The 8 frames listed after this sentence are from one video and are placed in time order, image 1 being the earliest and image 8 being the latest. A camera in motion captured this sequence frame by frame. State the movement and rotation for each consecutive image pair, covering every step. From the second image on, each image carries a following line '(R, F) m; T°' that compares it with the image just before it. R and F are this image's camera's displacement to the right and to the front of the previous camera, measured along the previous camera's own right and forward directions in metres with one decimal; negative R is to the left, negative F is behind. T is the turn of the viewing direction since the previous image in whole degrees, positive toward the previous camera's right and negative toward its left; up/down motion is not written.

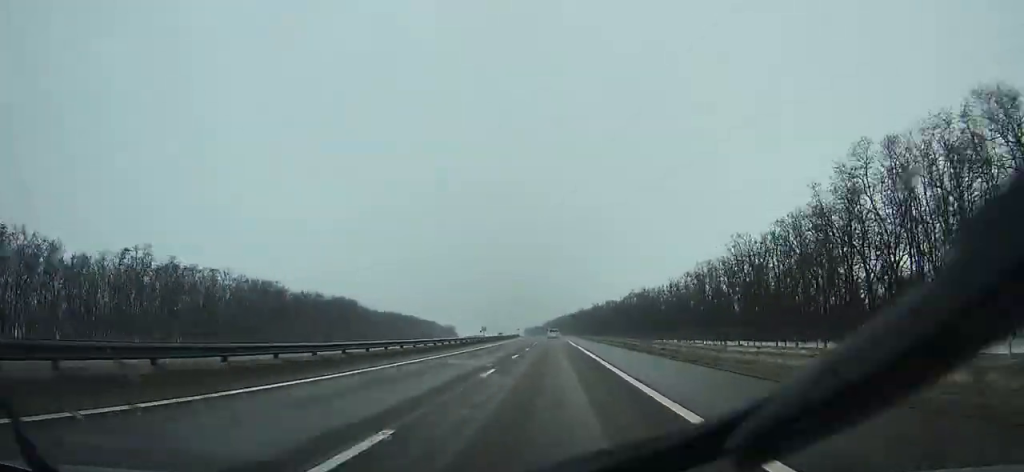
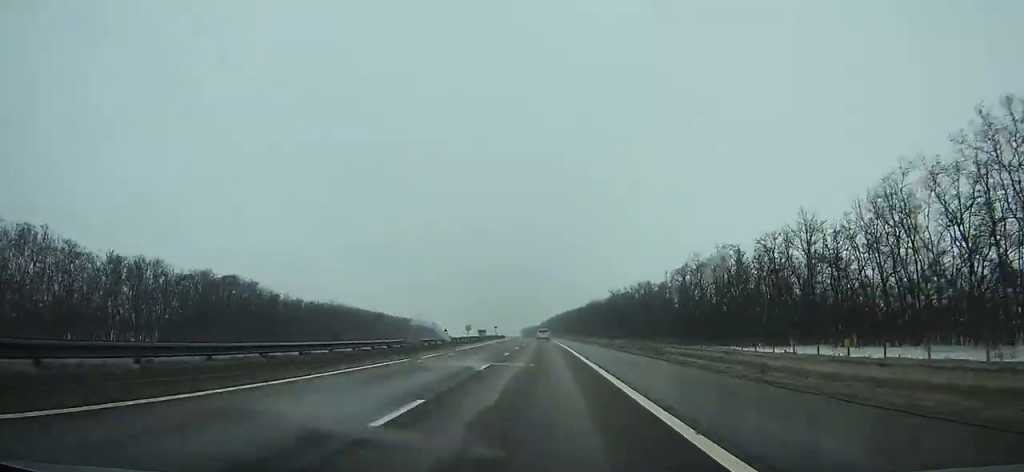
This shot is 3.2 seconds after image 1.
(-0.4, +81.8) m; -1°
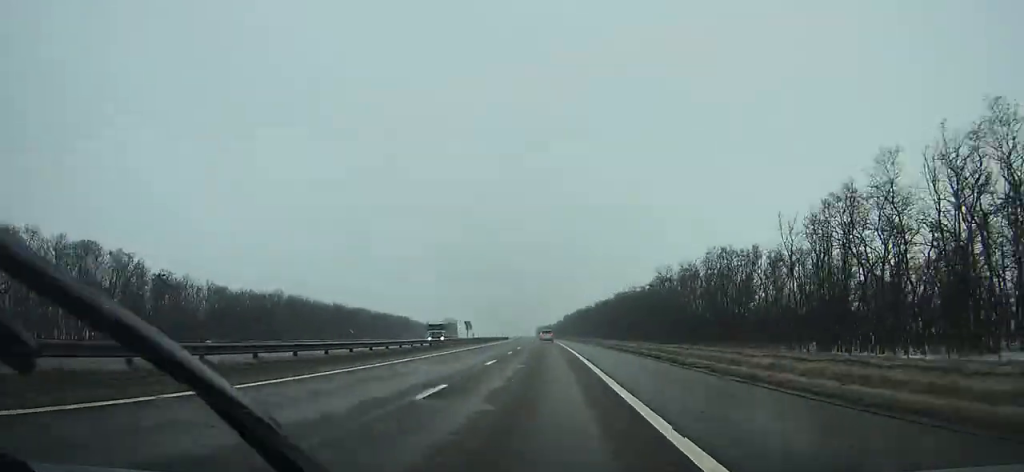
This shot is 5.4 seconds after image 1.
(-0.4, +55.5) m; -1°
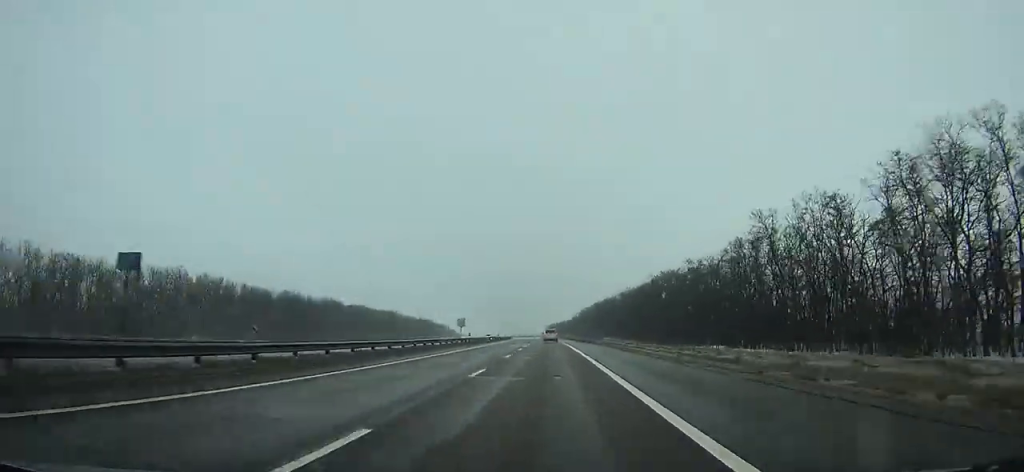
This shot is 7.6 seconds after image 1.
(-0.4, +55.0) m; -1°
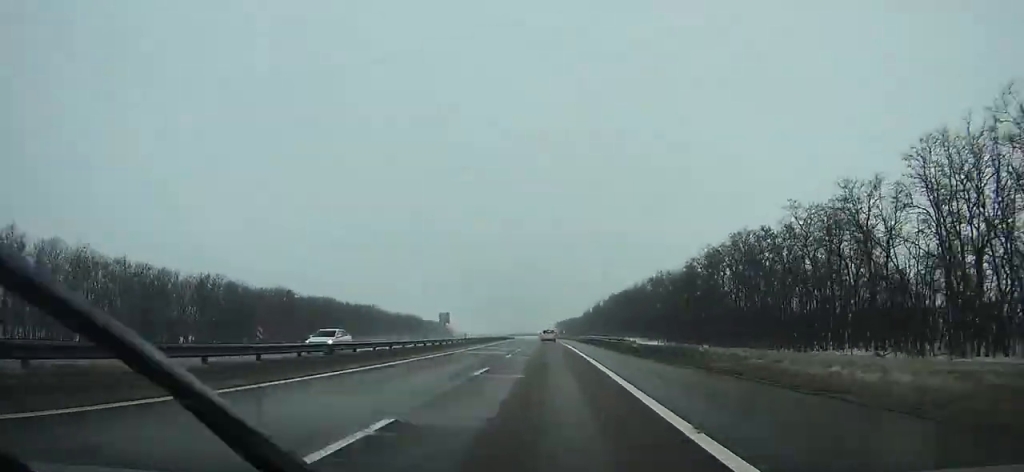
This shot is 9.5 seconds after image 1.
(-0.6, +47.0) m; -1°
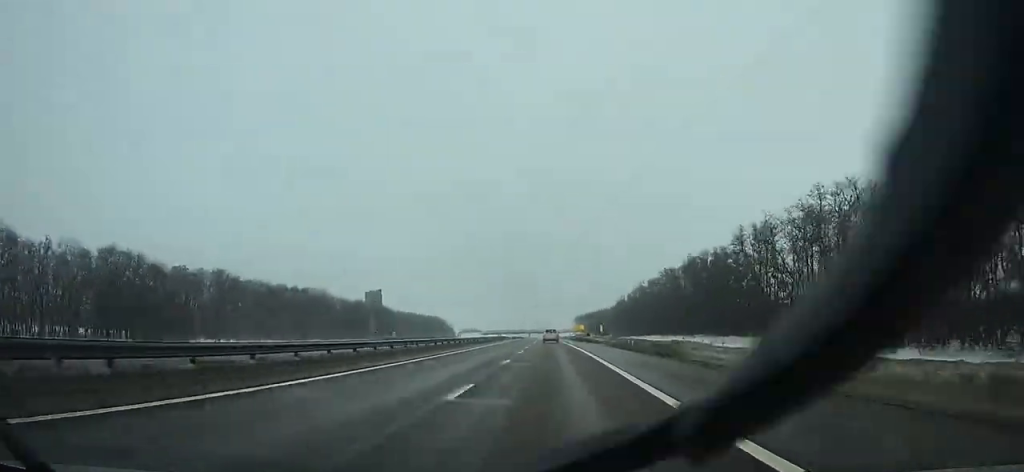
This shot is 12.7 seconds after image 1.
(-1.1, +78.7) m; -1°
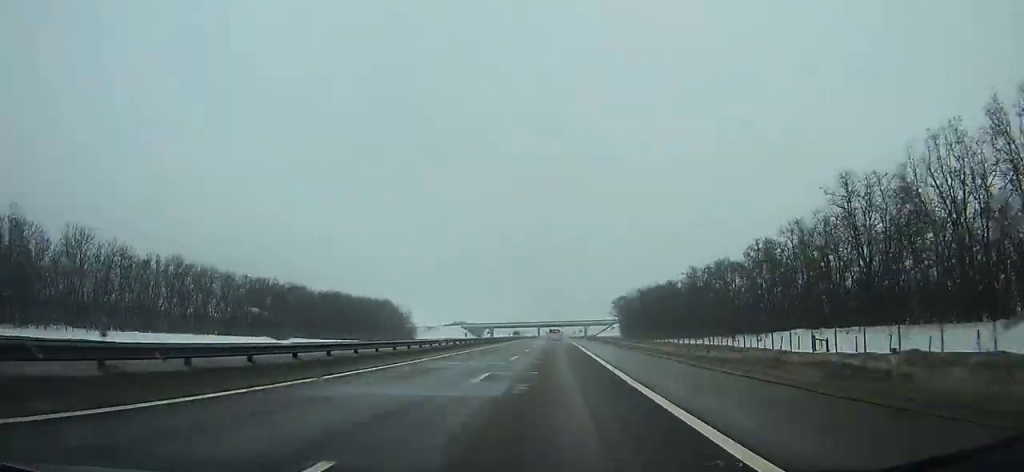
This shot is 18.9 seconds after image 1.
(-2.7, +153.2) m; -1°
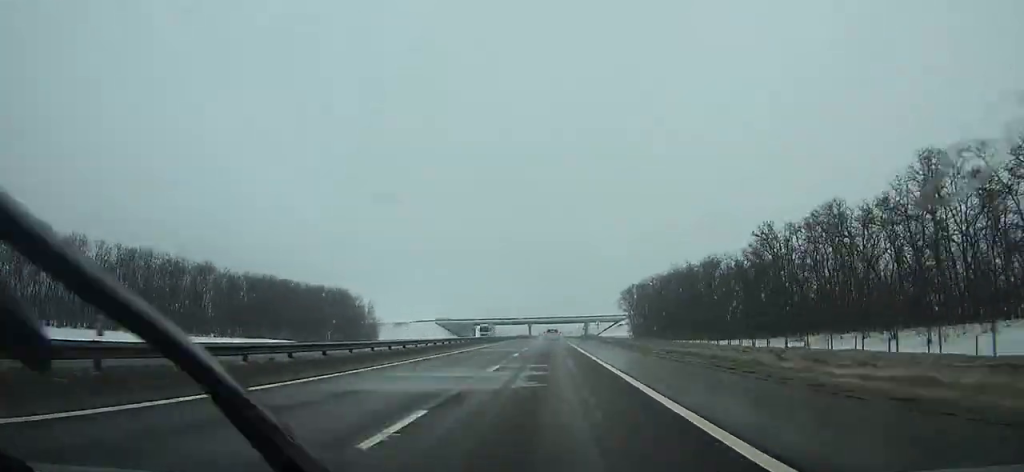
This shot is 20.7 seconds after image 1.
(+0.1, +45.2) m; 0°
